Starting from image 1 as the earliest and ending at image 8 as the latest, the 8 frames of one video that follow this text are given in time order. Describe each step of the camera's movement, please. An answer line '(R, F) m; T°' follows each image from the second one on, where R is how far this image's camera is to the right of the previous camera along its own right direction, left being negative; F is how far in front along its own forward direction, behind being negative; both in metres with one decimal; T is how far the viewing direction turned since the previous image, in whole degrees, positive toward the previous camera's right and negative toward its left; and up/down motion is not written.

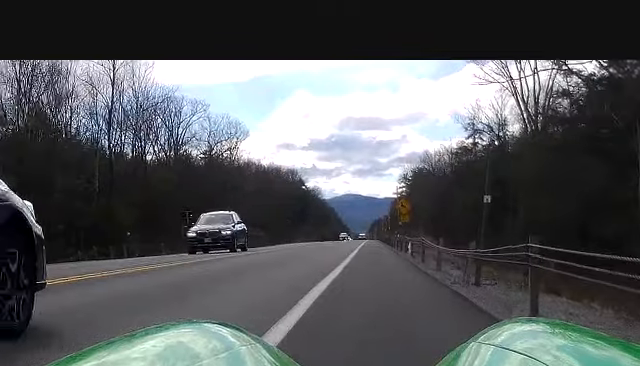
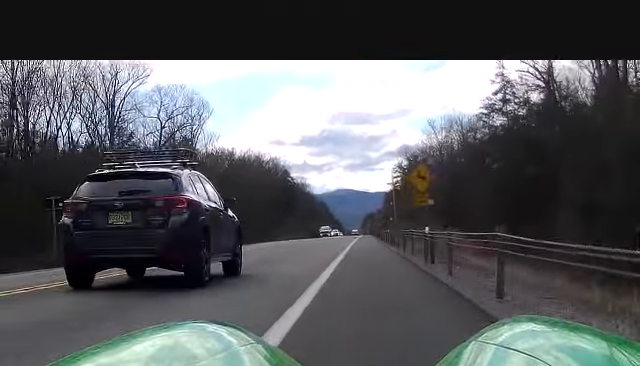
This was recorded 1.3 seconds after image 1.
(-0.2, +22.9) m; 0°
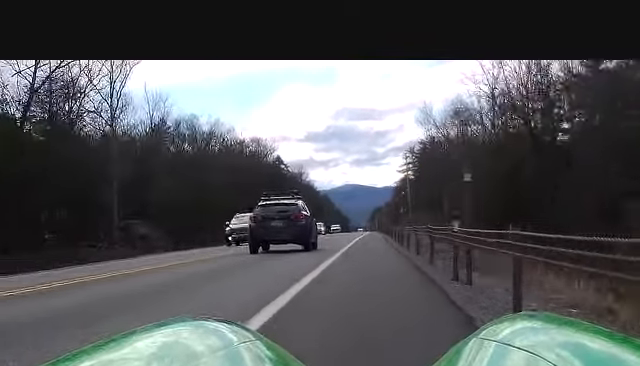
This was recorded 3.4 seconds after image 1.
(+0.4, +35.8) m; 0°
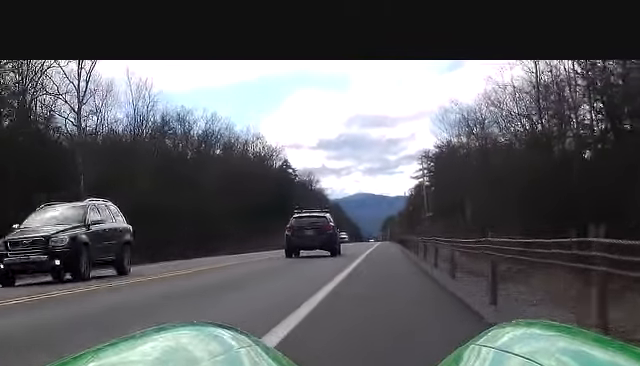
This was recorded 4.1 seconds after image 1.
(0.0, +11.3) m; 0°
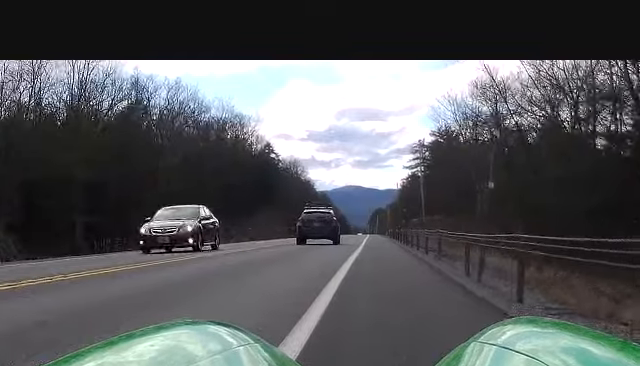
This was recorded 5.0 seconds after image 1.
(0.0, +15.7) m; 0°
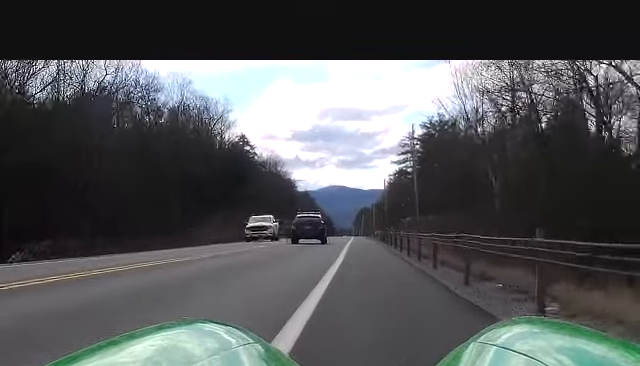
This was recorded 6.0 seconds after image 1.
(0.0, +16.2) m; 0°
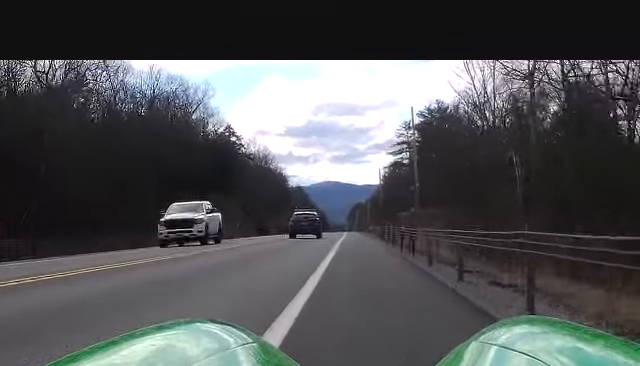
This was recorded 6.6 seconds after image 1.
(0.0, +9.6) m; 0°
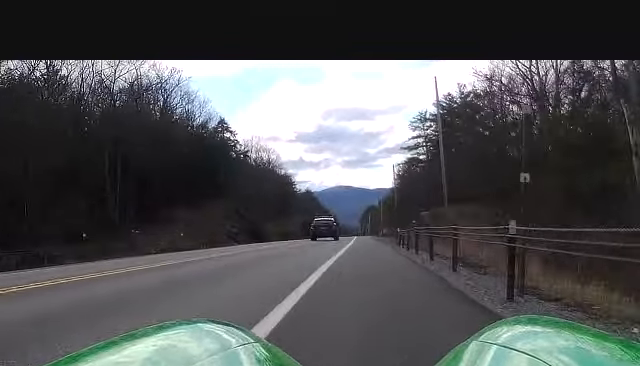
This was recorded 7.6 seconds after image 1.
(0.0, +18.3) m; 0°
